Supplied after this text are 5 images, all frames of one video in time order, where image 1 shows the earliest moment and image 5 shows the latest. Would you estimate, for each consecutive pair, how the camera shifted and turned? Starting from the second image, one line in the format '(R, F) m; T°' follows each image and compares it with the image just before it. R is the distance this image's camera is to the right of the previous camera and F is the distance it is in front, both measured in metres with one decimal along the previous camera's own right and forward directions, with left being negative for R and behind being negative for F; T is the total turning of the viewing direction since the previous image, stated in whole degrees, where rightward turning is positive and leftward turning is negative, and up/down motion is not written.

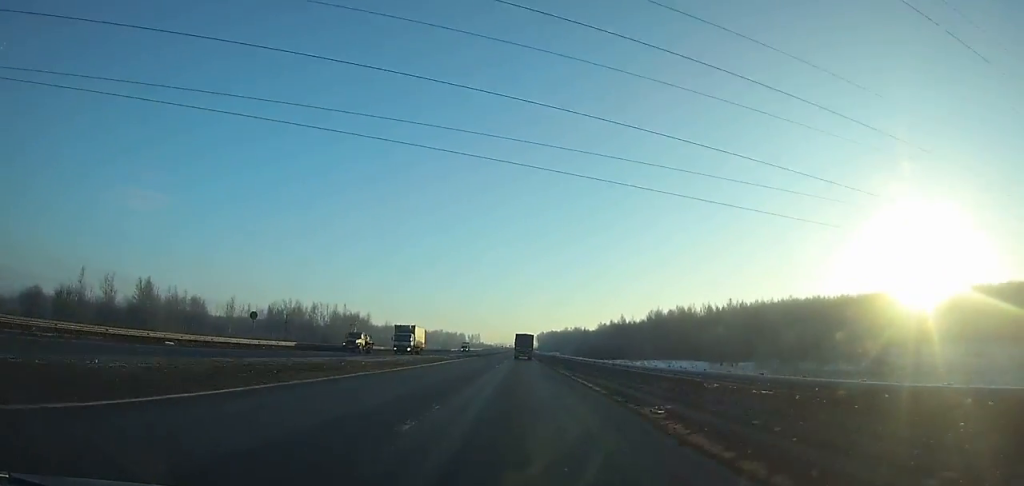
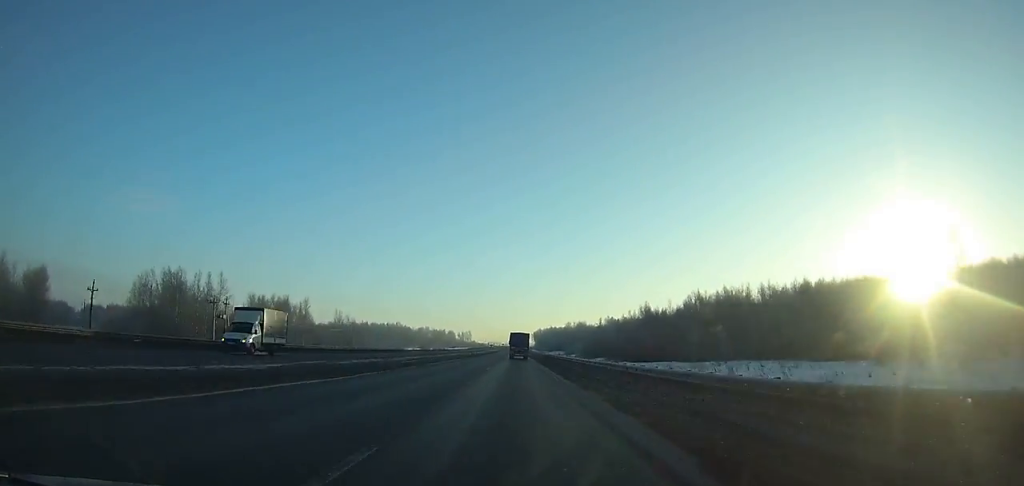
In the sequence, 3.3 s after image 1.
(+0.2, +69.1) m; 0°
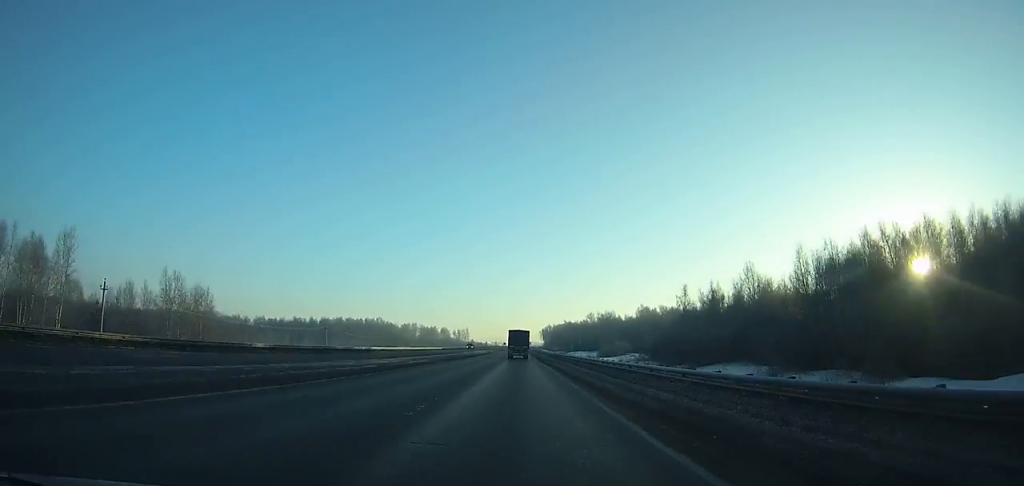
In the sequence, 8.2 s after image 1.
(+0.2, +102.9) m; 0°
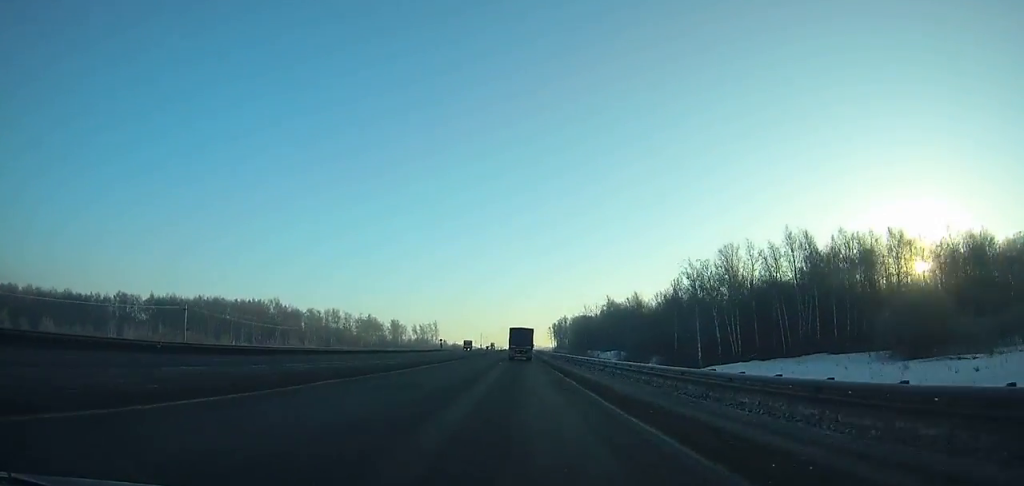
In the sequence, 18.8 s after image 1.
(-0.6, +217.7) m; 0°
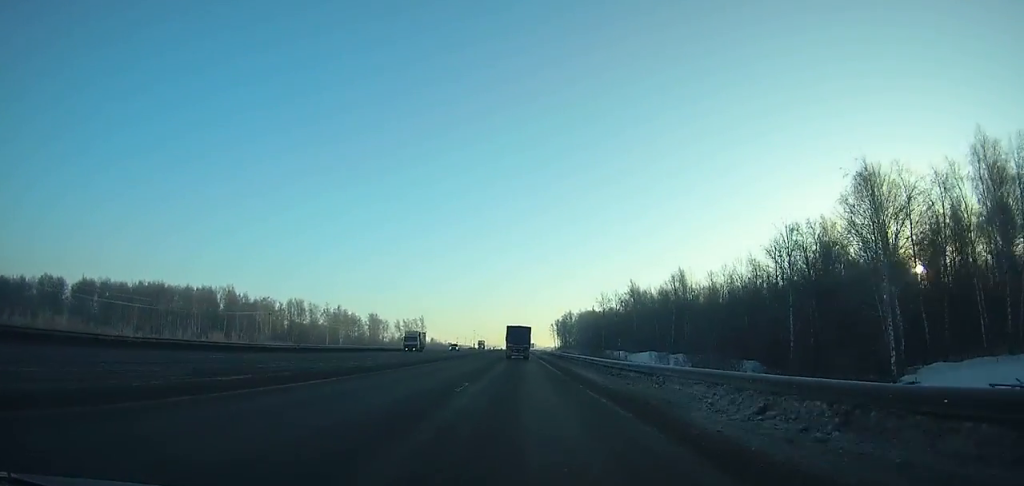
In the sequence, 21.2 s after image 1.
(-0.1, +48.1) m; 0°
